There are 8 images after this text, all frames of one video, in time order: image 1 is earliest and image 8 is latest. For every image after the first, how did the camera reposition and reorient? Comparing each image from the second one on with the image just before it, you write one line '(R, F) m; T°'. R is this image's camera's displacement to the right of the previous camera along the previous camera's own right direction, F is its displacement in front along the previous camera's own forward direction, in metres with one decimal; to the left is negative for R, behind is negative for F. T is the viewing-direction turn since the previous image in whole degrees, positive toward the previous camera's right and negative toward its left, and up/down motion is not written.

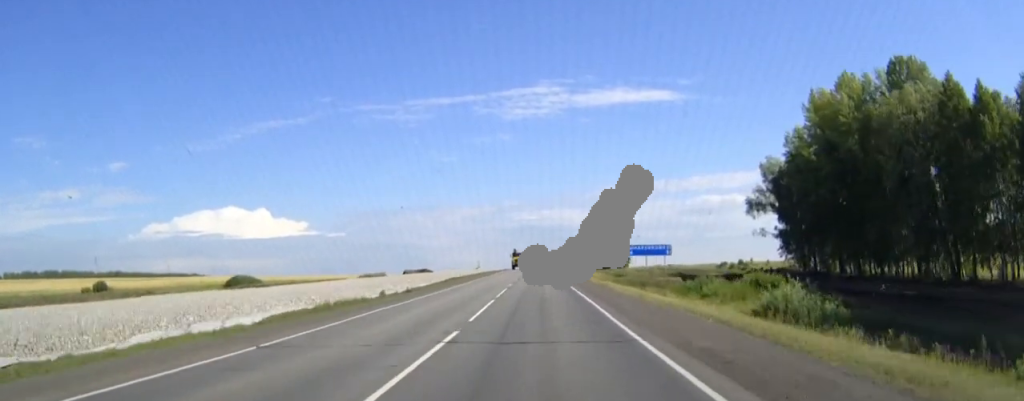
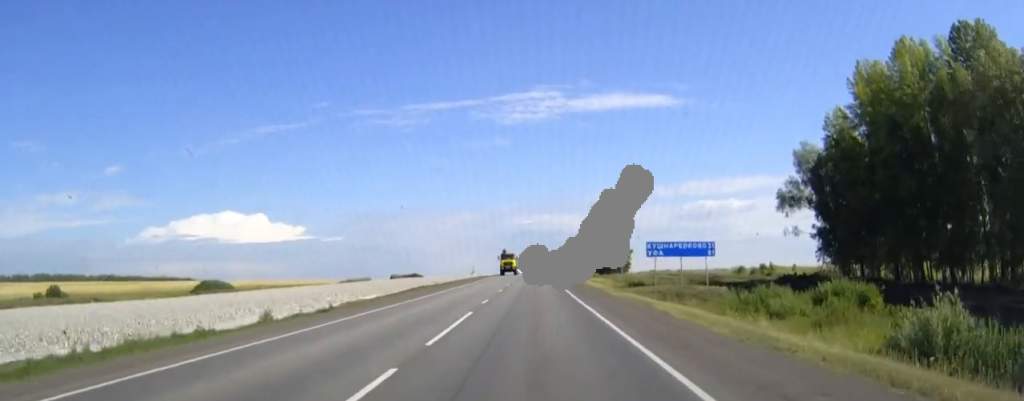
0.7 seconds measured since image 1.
(+0.1, +17.6) m; 0°
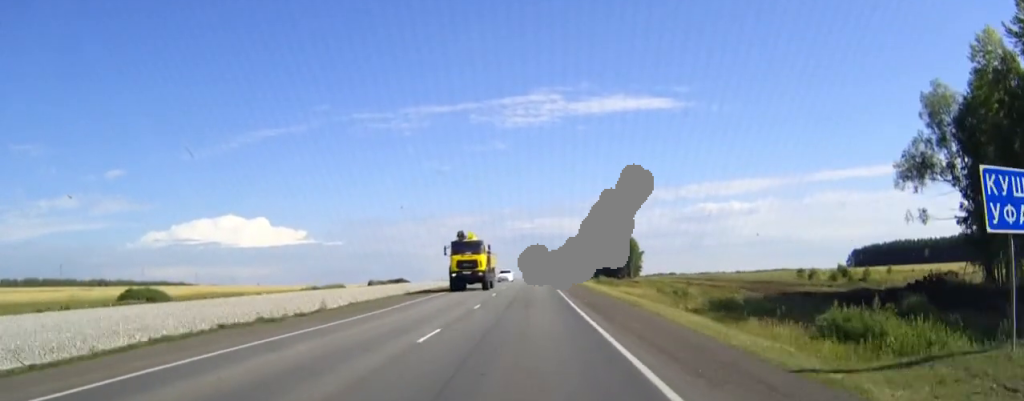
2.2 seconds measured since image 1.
(+0.1, +37.1) m; 0°
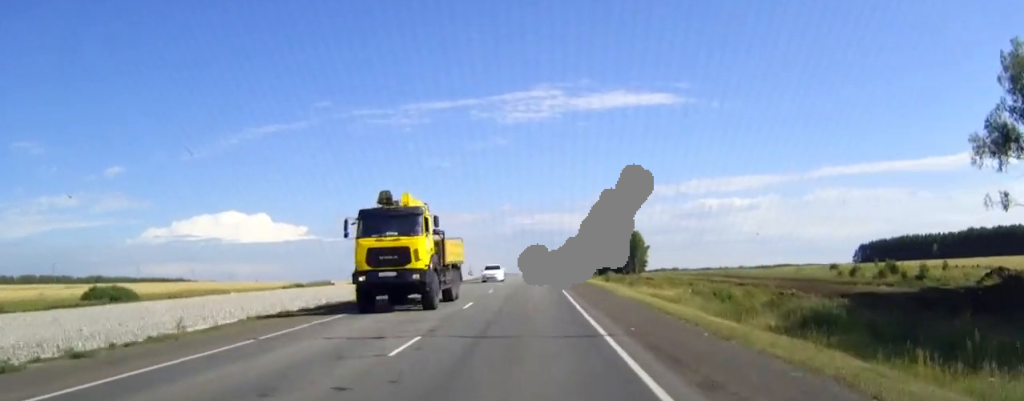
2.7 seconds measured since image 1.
(0.0, +14.4) m; 0°
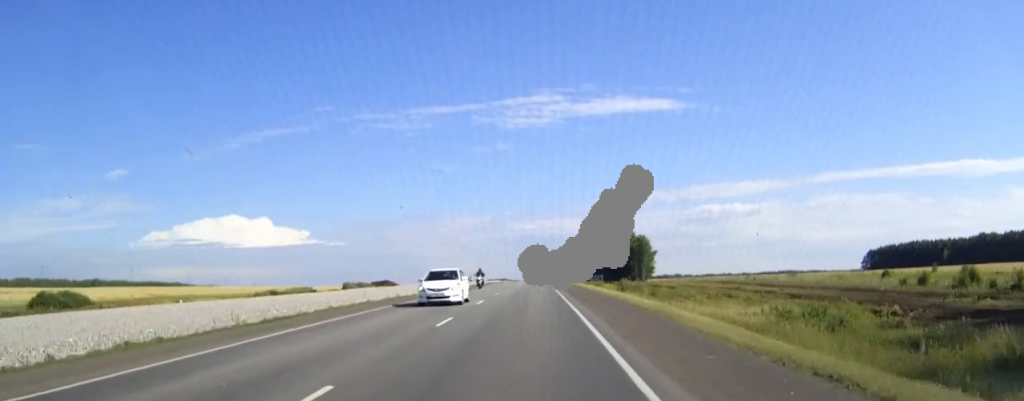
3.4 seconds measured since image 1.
(0.0, +17.7) m; 0°
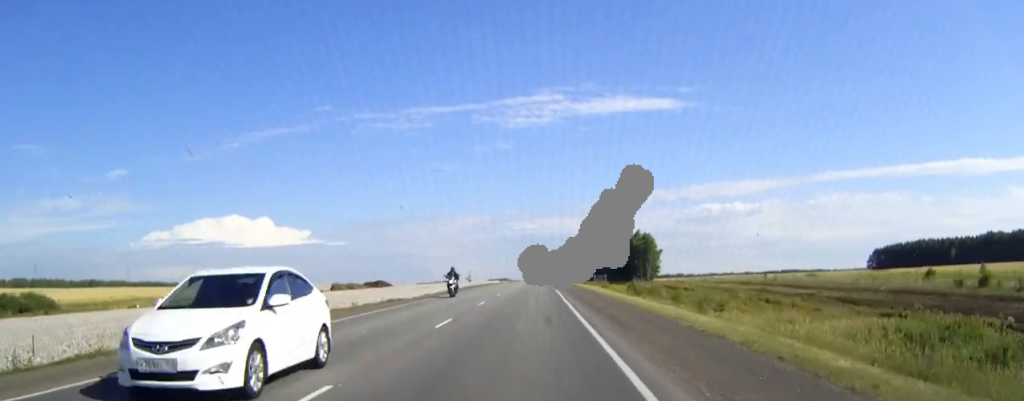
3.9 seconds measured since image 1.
(0.0, +11.8) m; 0°
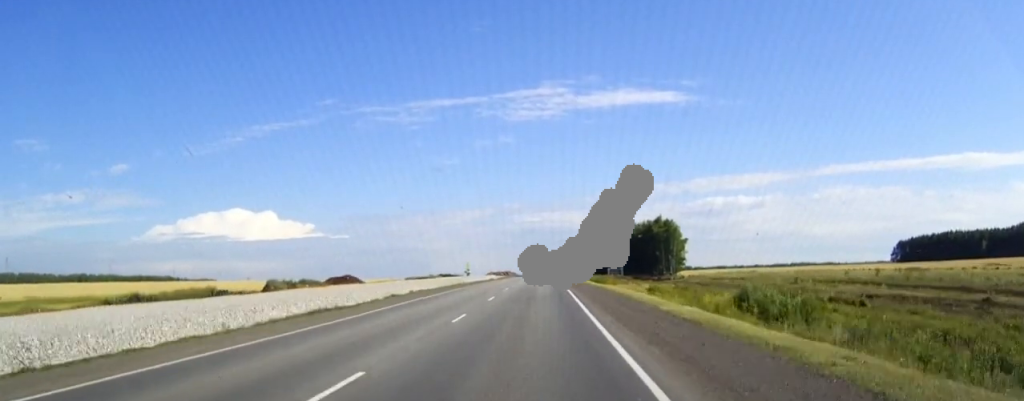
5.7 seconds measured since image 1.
(-0.2, +46.5) m; 0°
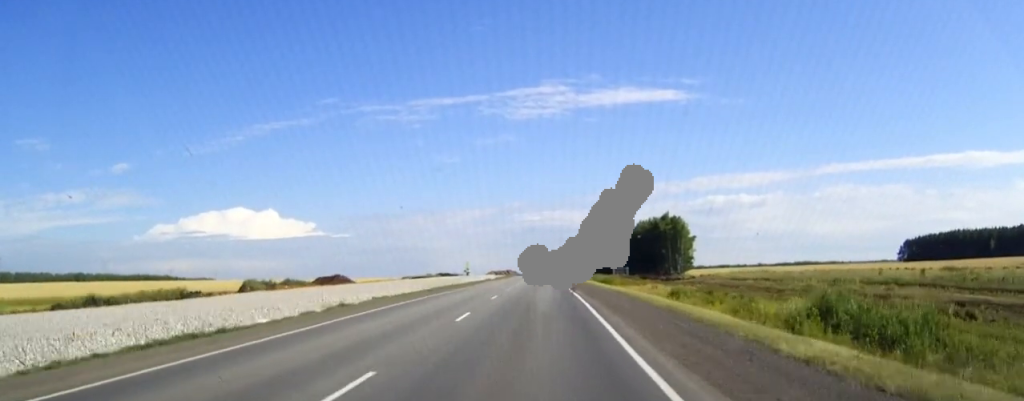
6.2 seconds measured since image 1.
(0.0, +11.8) m; 0°
